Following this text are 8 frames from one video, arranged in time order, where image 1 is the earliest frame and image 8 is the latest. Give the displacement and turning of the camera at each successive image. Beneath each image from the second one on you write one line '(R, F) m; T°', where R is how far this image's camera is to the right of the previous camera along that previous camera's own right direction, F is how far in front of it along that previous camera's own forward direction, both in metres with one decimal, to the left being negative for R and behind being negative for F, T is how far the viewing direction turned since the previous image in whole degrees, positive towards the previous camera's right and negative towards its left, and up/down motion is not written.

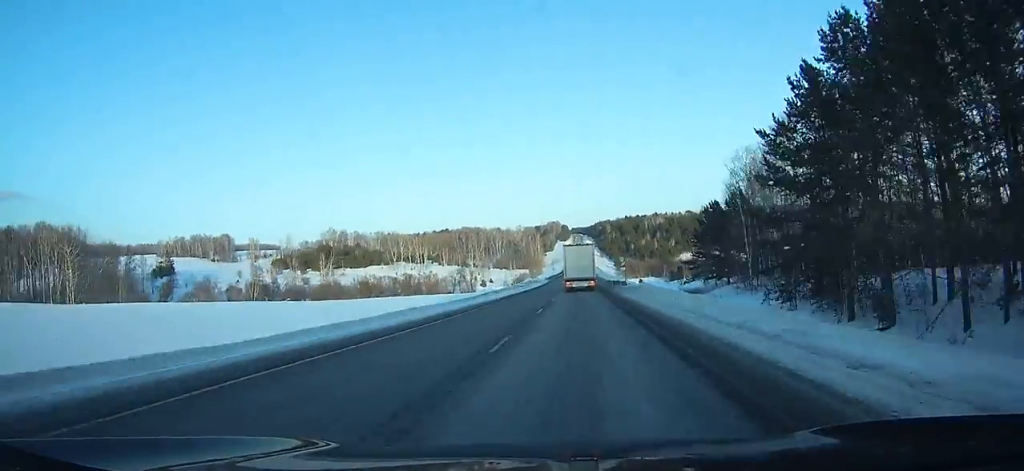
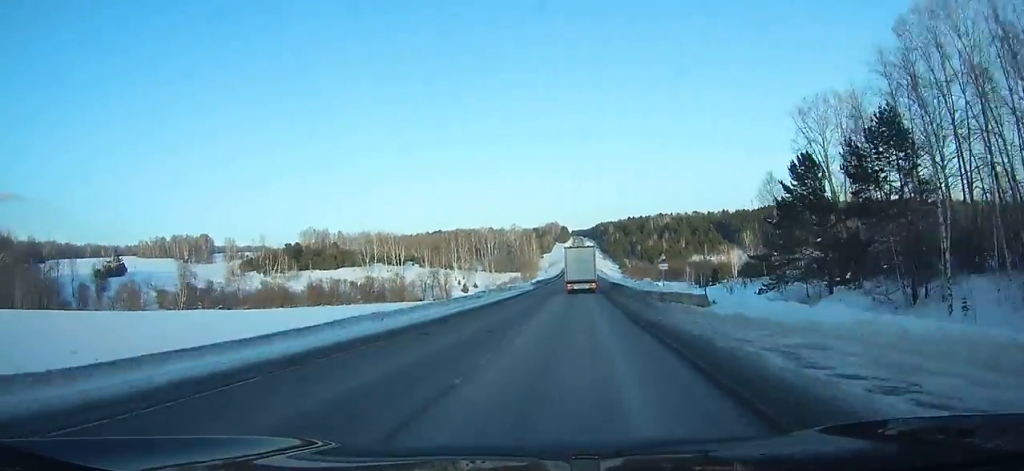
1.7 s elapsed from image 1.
(+0.1, +40.7) m; 0°
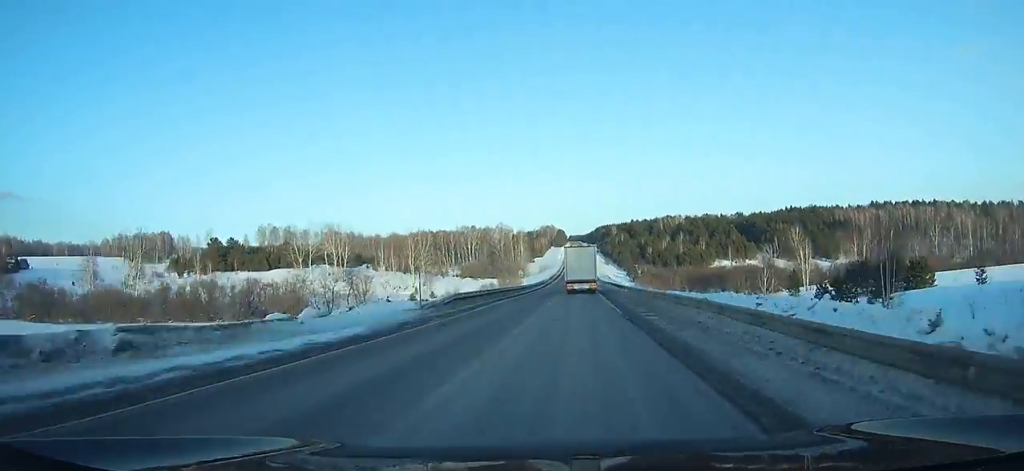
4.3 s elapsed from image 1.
(-0.1, +62.9) m; 0°
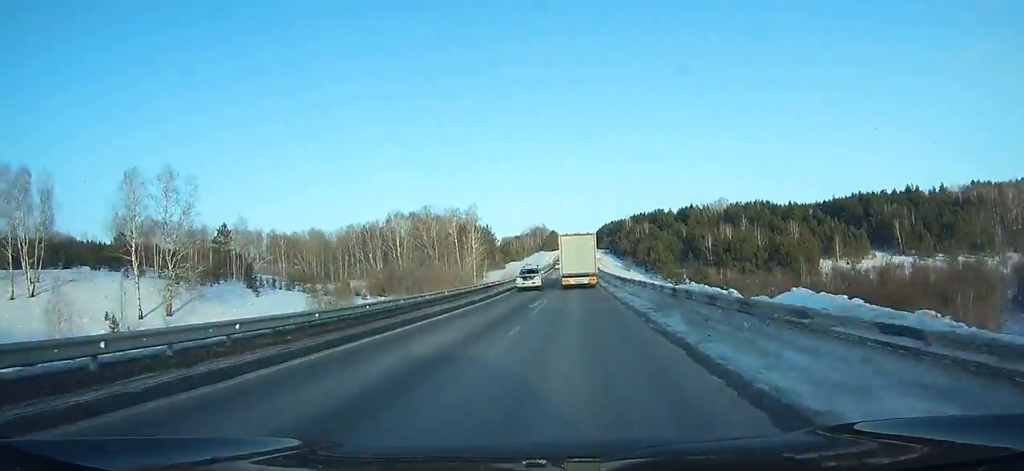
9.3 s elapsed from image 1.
(0.0, +122.7) m; 0°
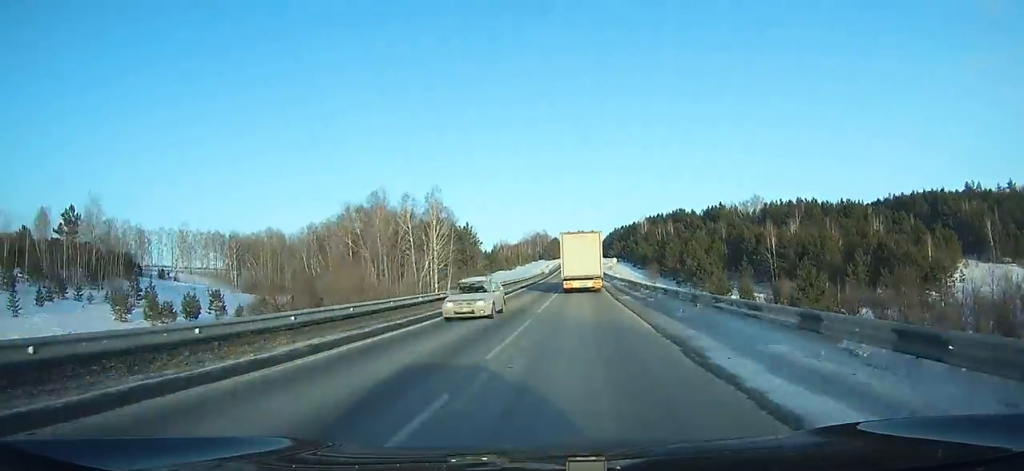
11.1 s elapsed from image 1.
(+0.2, +44.0) m; 0°
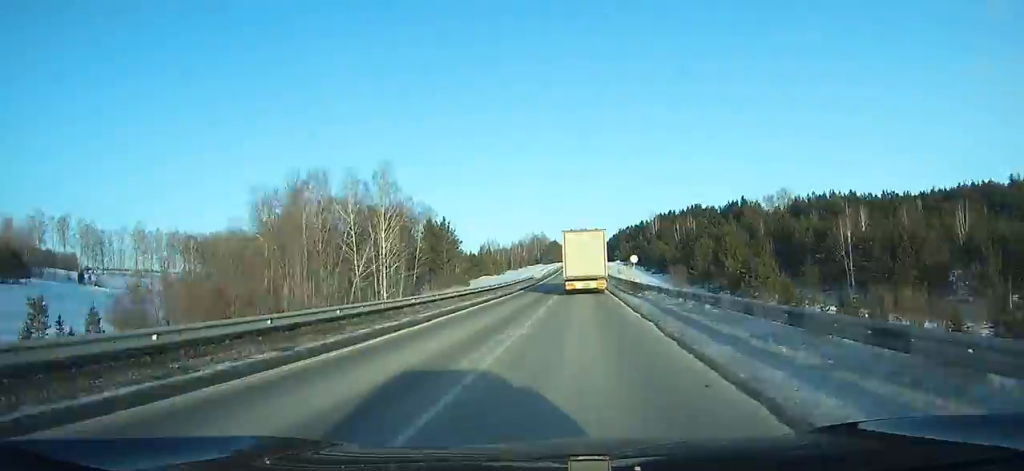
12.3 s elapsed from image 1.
(0.0, +29.0) m; 0°
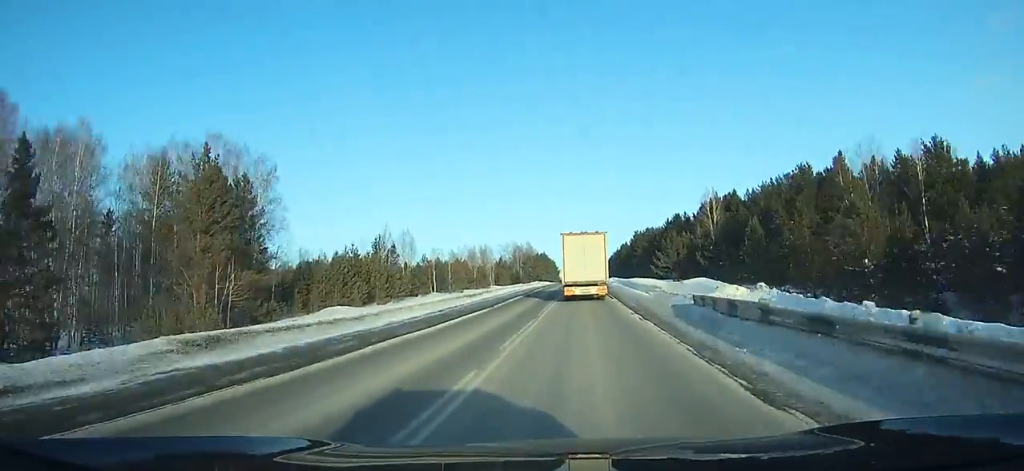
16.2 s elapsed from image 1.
(-0.2, +91.6) m; 0°
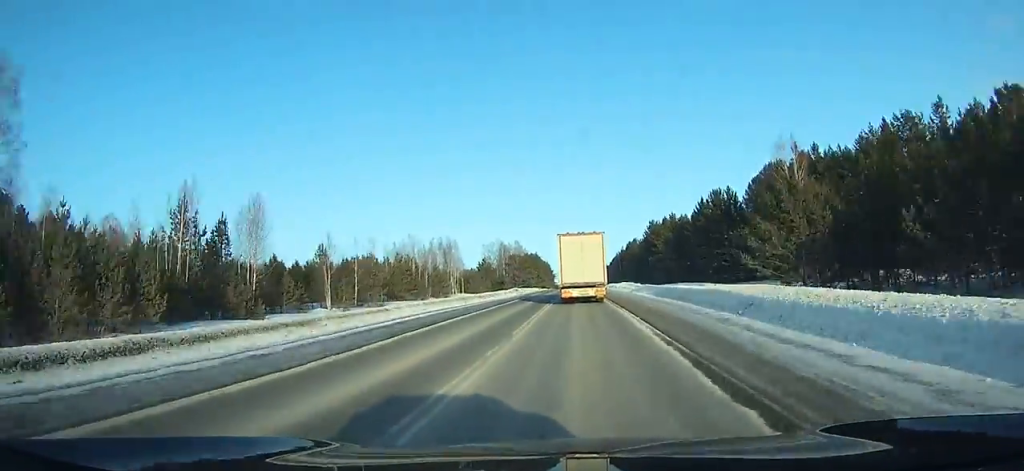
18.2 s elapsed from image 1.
(+0.2, +45.7) m; 0°
